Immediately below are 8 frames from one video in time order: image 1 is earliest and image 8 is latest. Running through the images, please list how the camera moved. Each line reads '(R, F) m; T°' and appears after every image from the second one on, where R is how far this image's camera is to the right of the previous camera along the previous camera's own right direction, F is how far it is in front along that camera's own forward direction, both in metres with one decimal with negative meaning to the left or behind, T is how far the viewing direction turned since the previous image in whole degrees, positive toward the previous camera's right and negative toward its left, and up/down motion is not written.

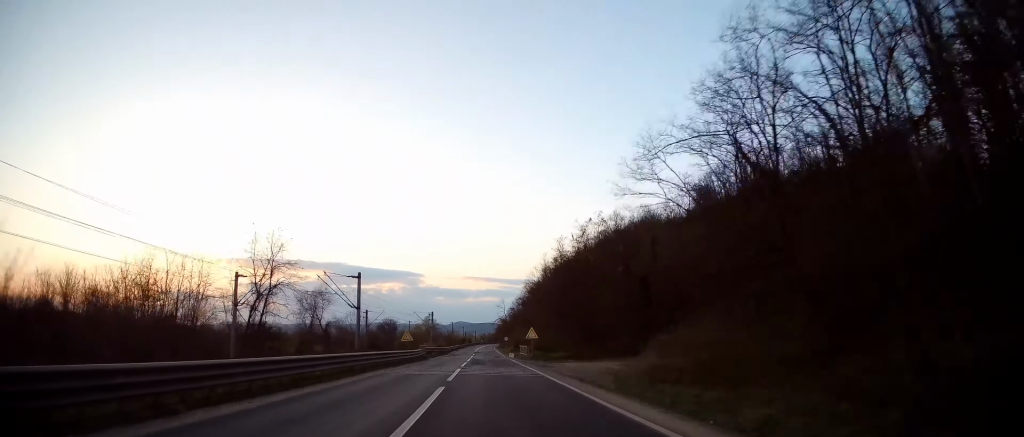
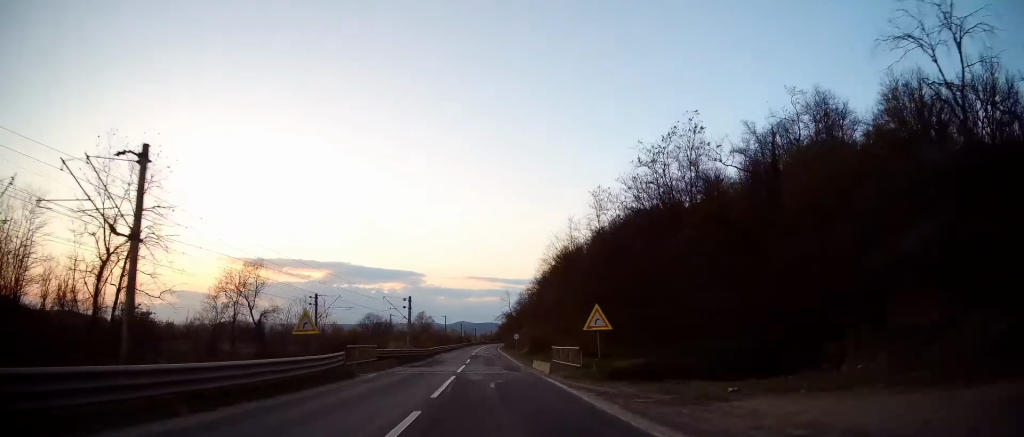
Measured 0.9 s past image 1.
(0.0, +28.4) m; 0°
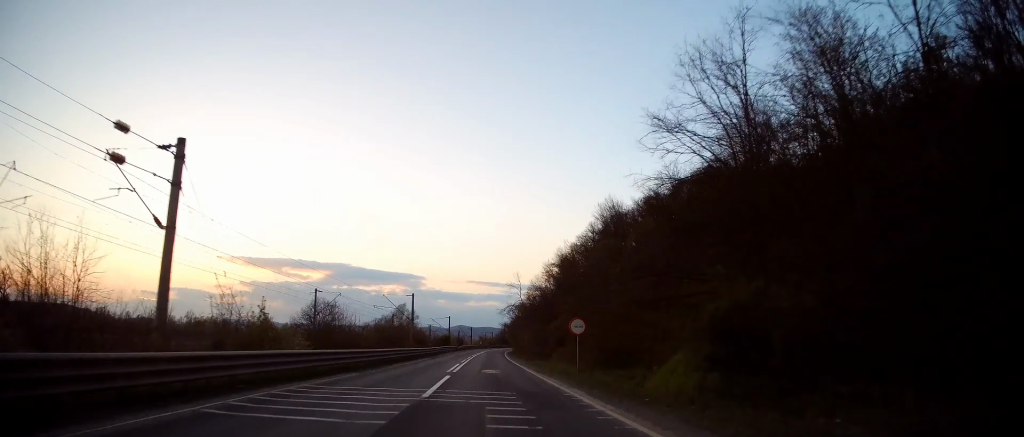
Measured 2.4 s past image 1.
(0.0, +48.3) m; 0°
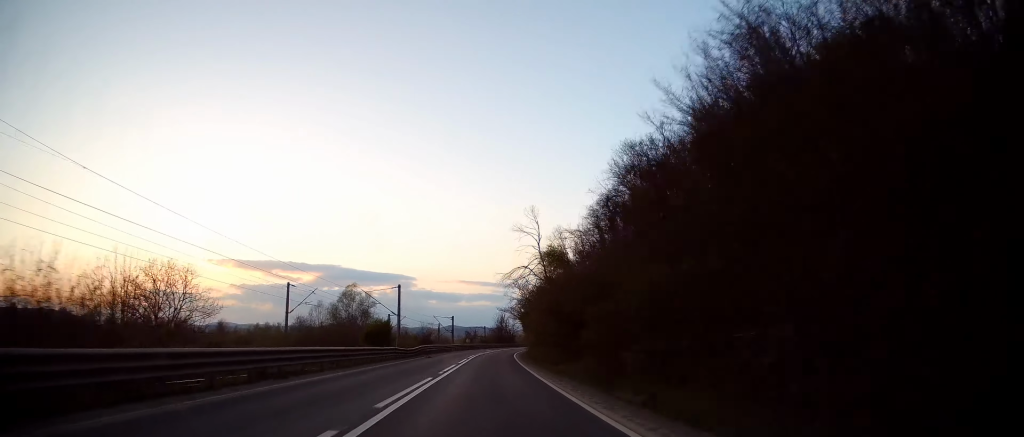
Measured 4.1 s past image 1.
(0.0, +52.2) m; 0°
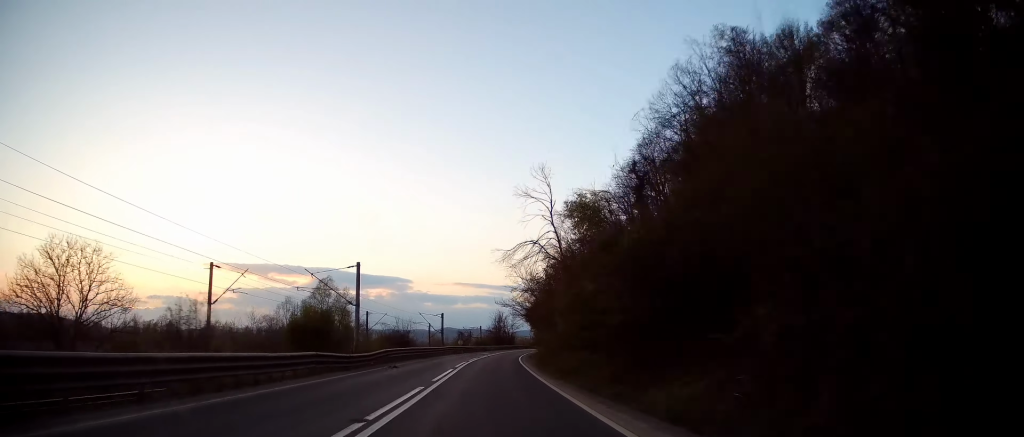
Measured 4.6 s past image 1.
(-0.1, +14.6) m; 0°
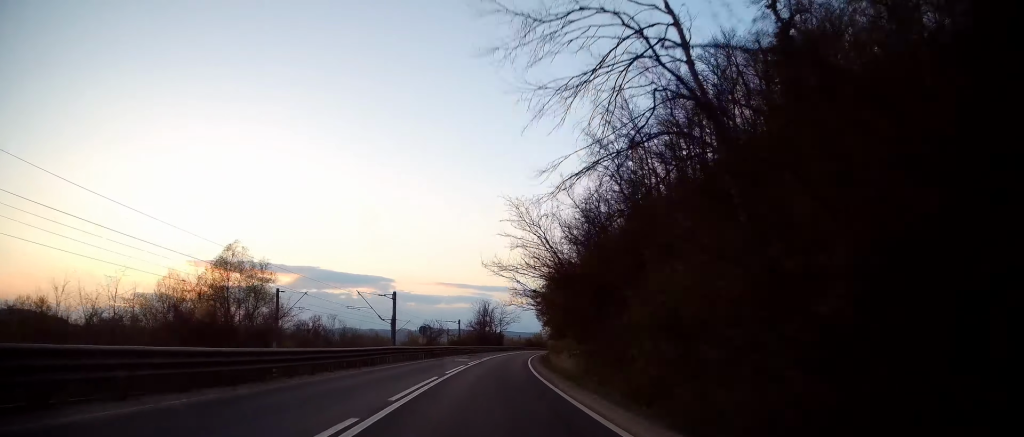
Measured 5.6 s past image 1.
(+0.2, +31.3) m; +1°
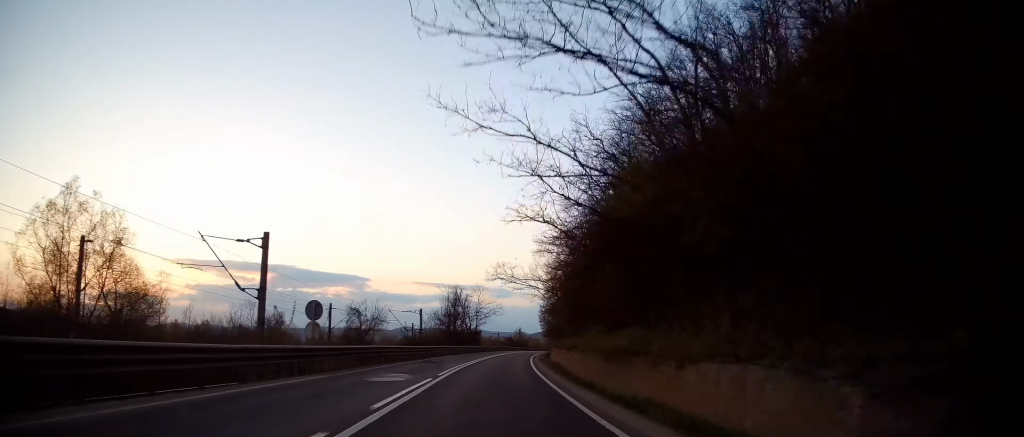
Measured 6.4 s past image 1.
(+0.4, +25.0) m; +2°
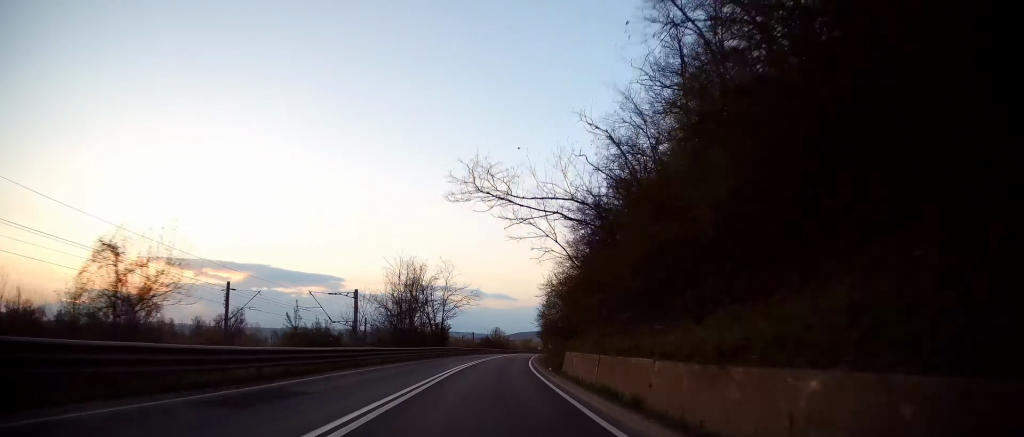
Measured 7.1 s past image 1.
(+0.4, +22.9) m; +2°
